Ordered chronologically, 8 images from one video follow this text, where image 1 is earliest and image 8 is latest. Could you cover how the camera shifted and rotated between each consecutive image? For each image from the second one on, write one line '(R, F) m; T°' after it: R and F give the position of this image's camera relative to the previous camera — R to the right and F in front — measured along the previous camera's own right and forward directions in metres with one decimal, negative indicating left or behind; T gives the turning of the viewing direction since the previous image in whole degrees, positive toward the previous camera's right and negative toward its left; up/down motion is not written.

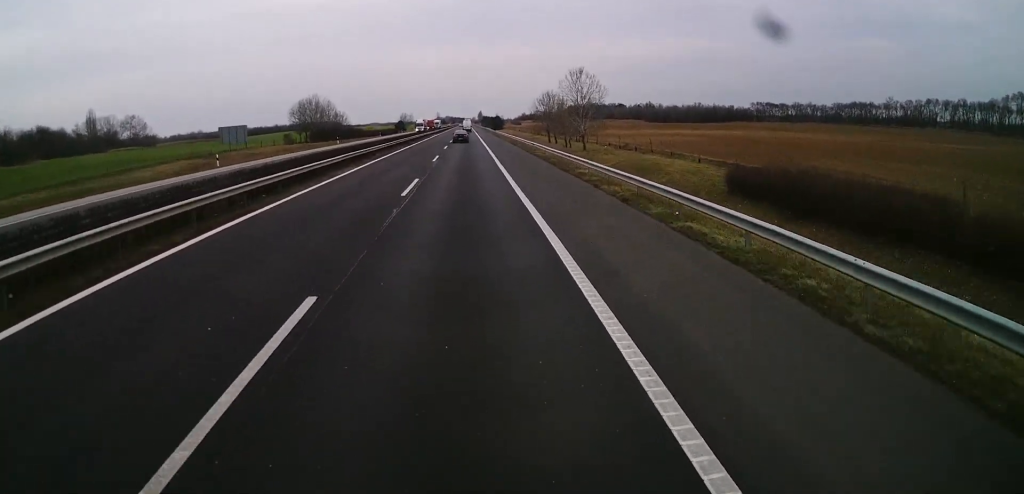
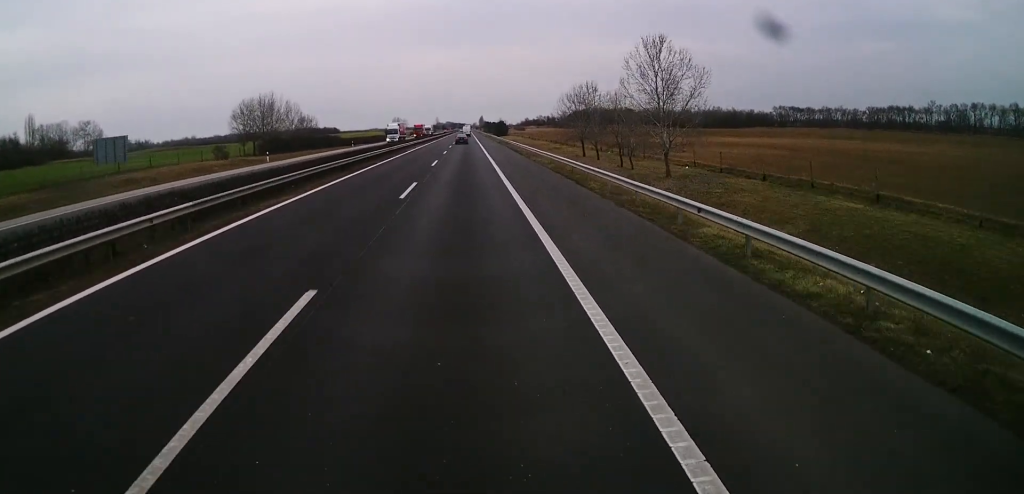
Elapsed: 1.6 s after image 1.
(-0.3, +35.9) m; -2°
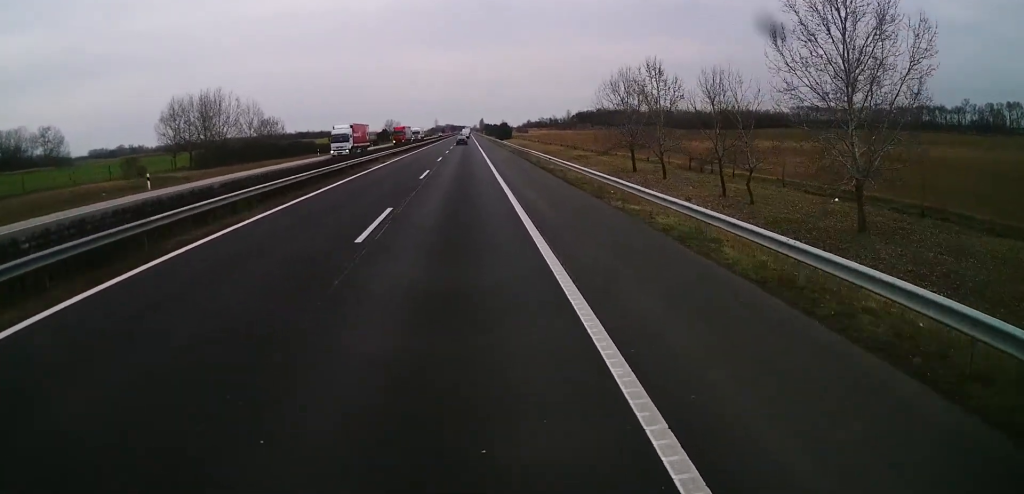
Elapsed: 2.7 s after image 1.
(+0.1, +25.9) m; +1°
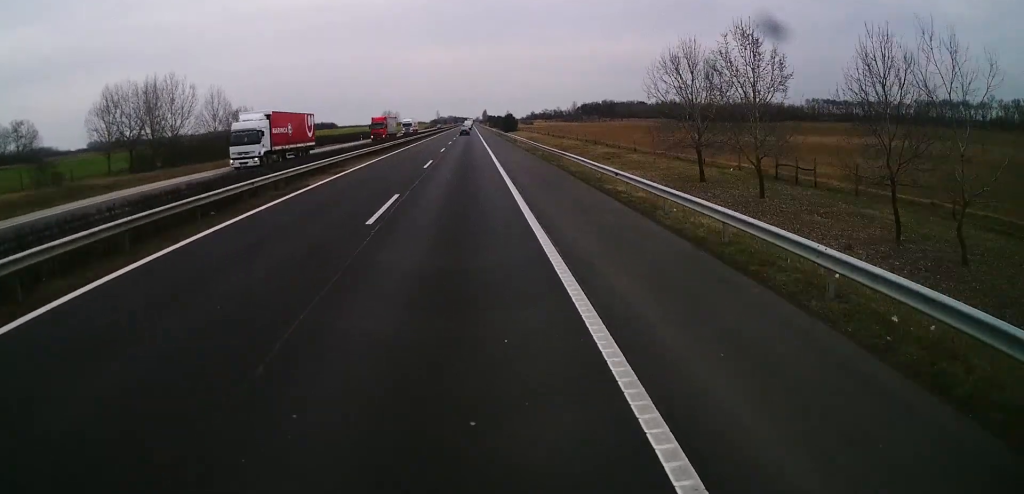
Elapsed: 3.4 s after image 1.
(+0.2, +16.7) m; 0°
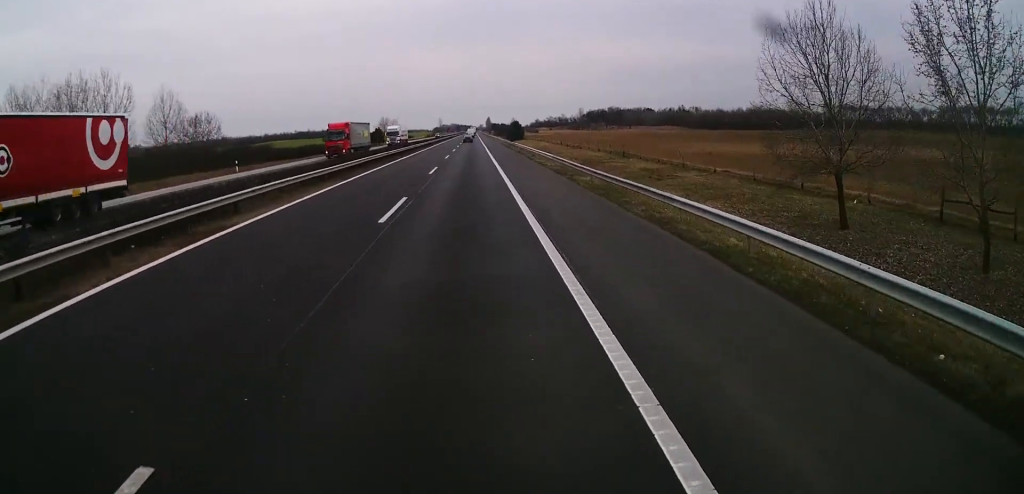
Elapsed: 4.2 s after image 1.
(-0.2, +16.8) m; 0°
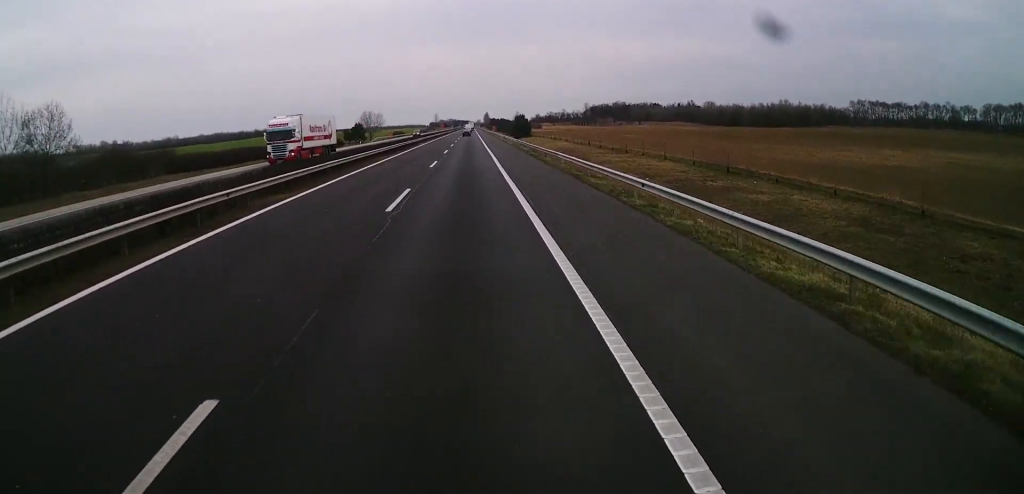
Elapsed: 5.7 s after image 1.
(-0.2, +35.1) m; 0°
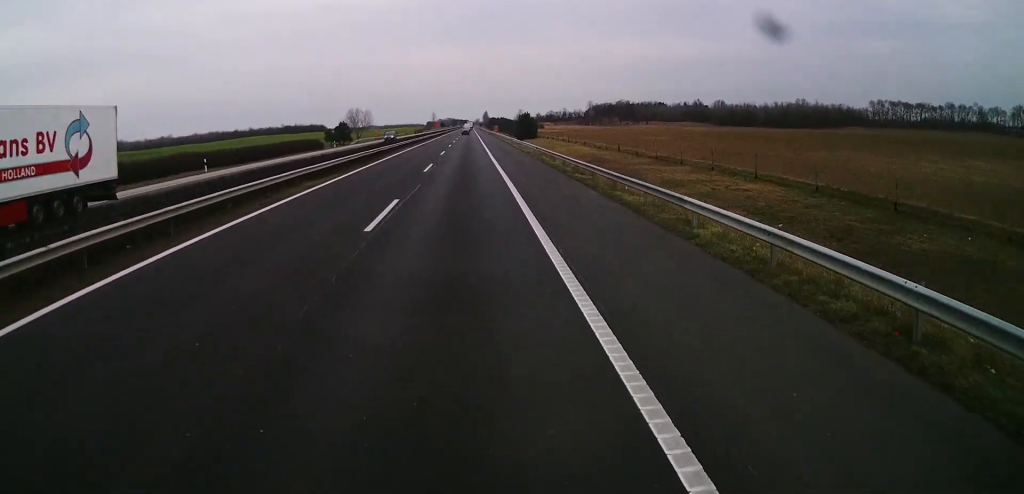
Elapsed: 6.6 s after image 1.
(0.0, +21.4) m; -1°
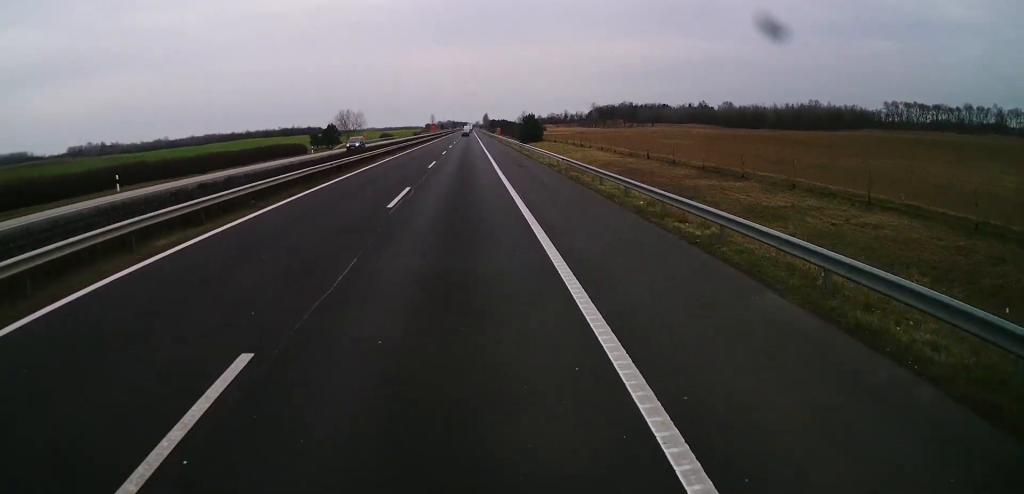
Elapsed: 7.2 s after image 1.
(-0.2, +13.8) m; 0°
